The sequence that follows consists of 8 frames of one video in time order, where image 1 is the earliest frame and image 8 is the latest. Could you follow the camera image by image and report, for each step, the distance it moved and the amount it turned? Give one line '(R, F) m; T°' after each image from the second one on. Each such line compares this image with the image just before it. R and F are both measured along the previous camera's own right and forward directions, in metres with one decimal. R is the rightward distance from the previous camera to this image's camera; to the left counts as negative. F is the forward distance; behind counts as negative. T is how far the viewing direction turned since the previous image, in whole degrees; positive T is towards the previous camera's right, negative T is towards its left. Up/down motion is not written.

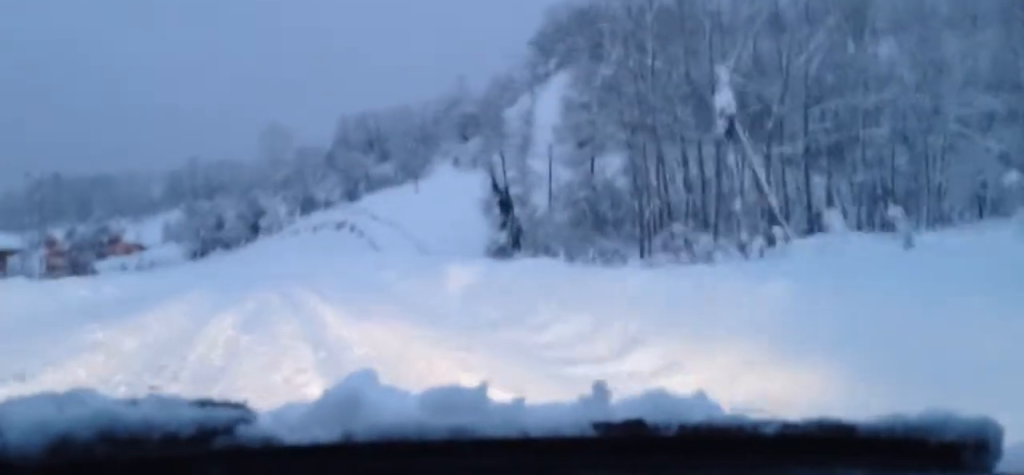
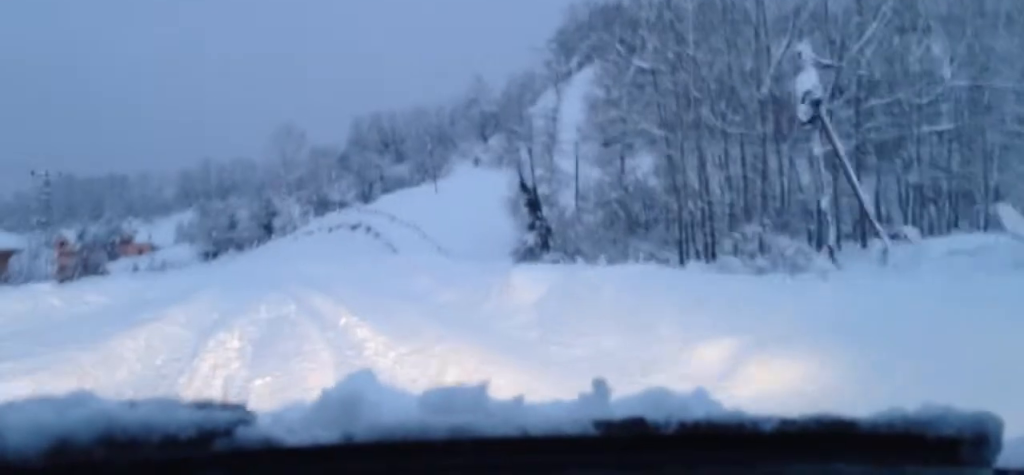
(0.0, +3.9) m; +1°
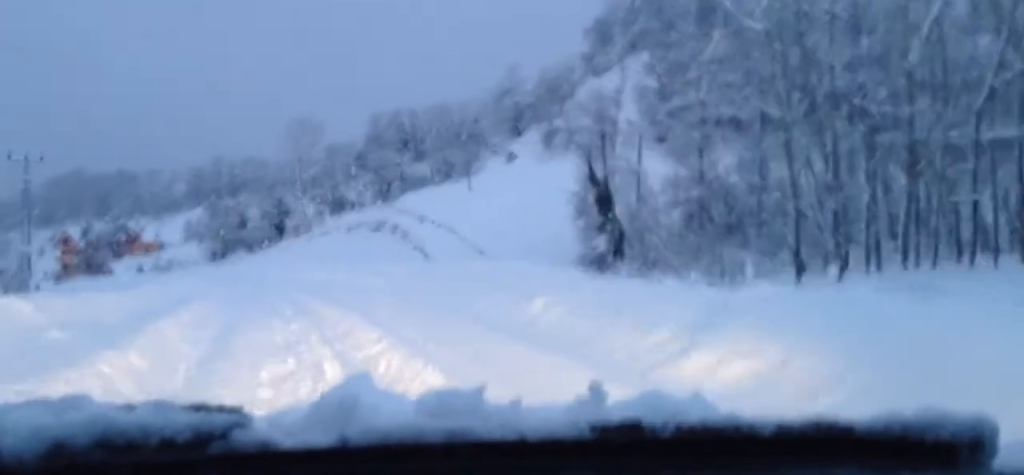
(+0.3, +11.6) m; +1°
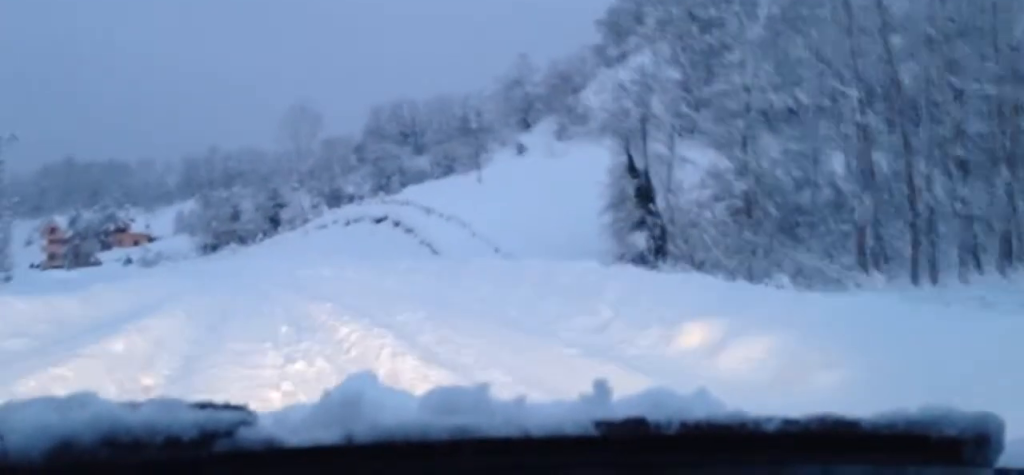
(-0.1, +6.3) m; +1°
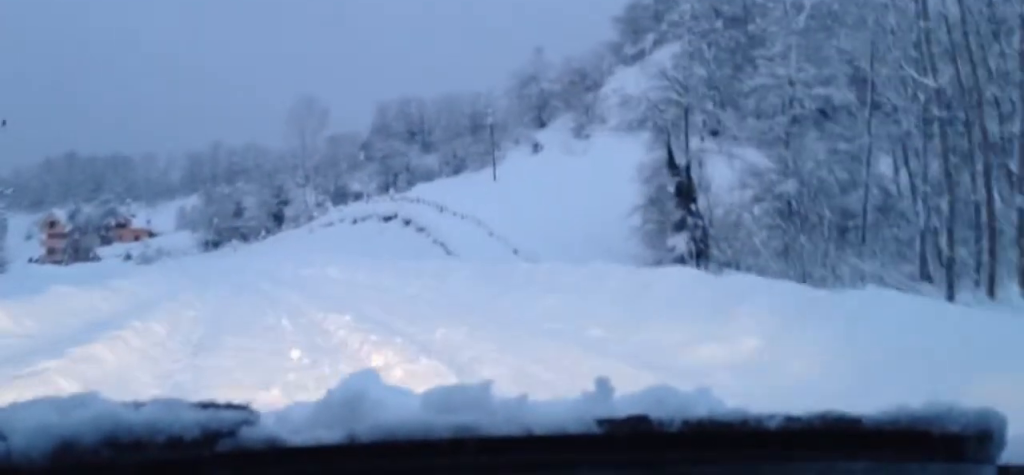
(+0.1, +4.1) m; +2°
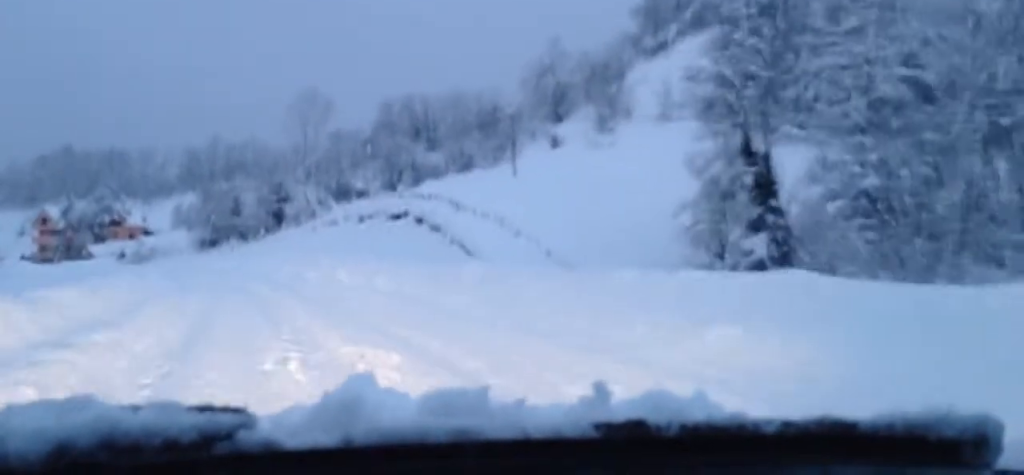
(+0.2, +6.7) m; 0°
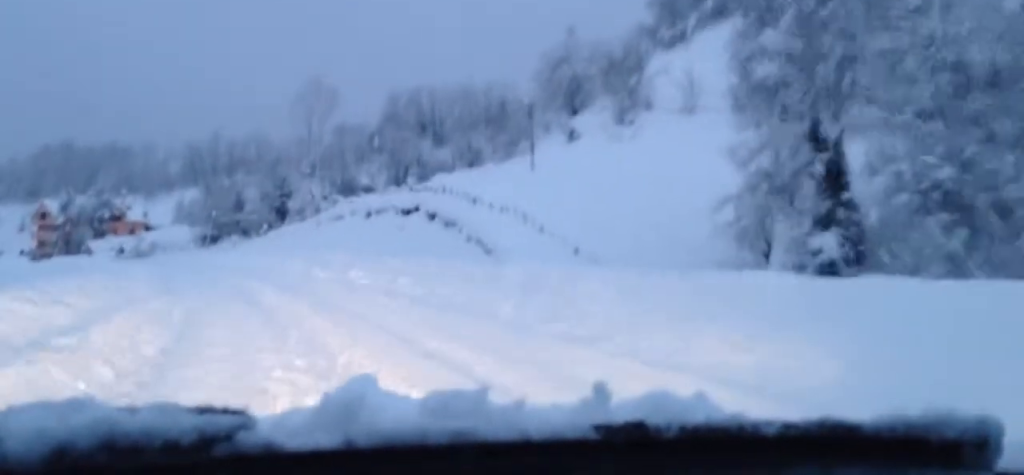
(0.0, +4.0) m; -1°
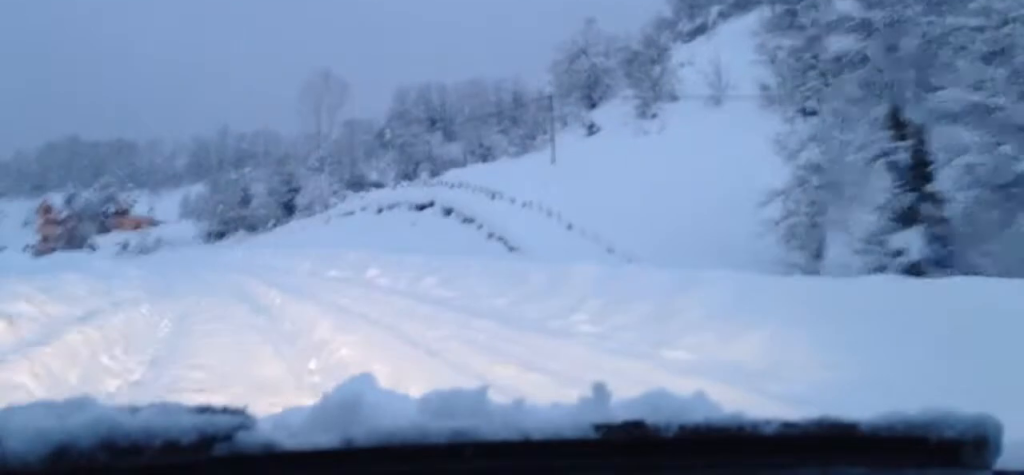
(-0.1, +3.5) m; -1°
